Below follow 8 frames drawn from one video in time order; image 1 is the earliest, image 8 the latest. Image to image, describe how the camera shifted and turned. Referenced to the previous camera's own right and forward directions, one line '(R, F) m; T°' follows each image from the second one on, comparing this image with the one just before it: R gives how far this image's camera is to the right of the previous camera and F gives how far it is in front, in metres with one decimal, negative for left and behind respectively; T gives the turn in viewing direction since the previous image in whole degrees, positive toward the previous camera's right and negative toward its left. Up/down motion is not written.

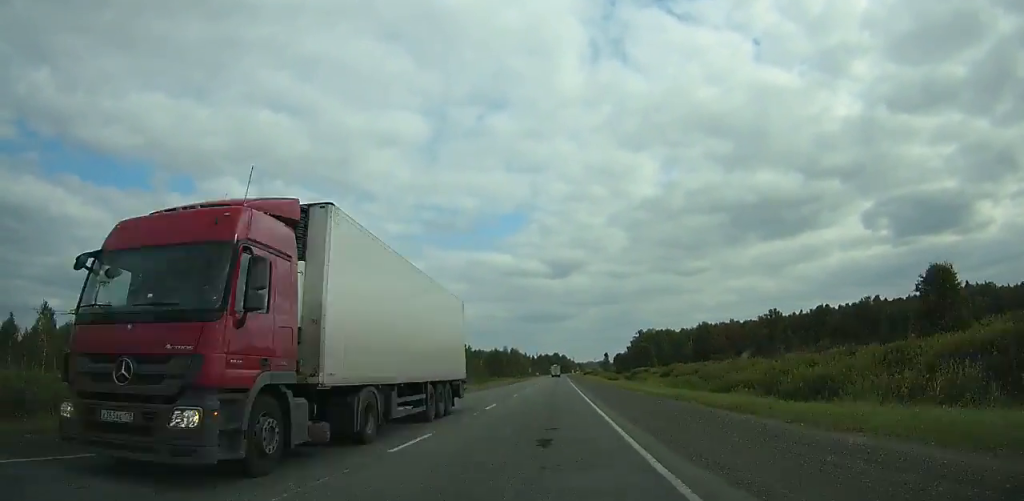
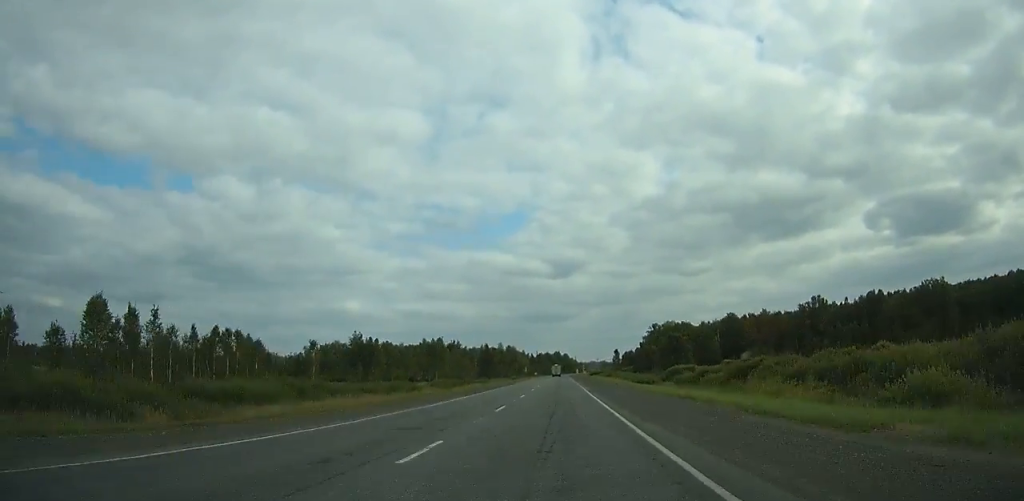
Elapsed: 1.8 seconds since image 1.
(-0.1, +37.8) m; 0°
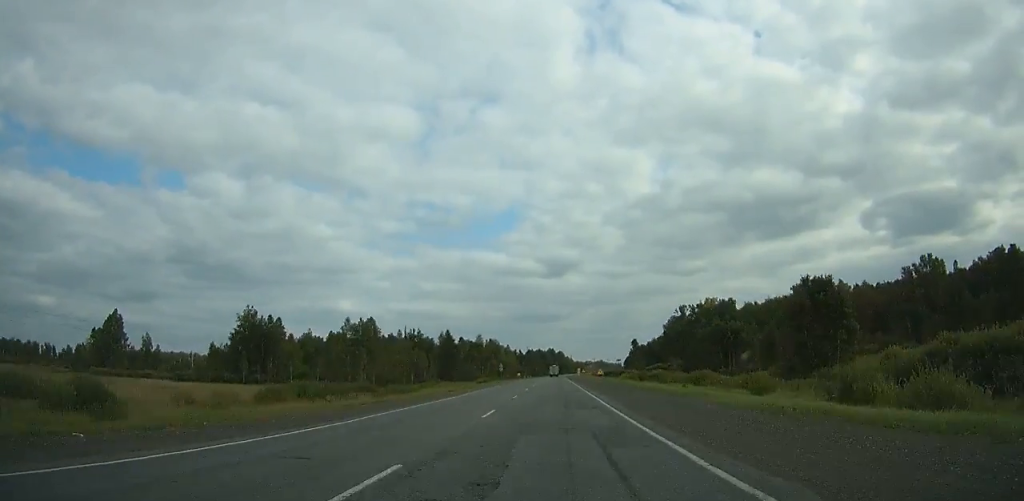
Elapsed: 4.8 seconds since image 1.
(-0.2, +62.8) m; 0°
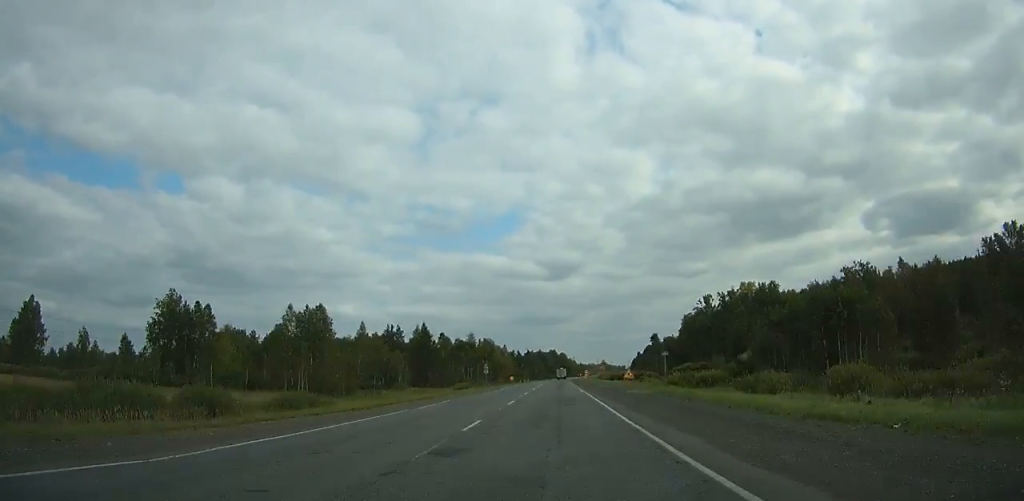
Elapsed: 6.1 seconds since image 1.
(0.0, +27.2) m; 0°
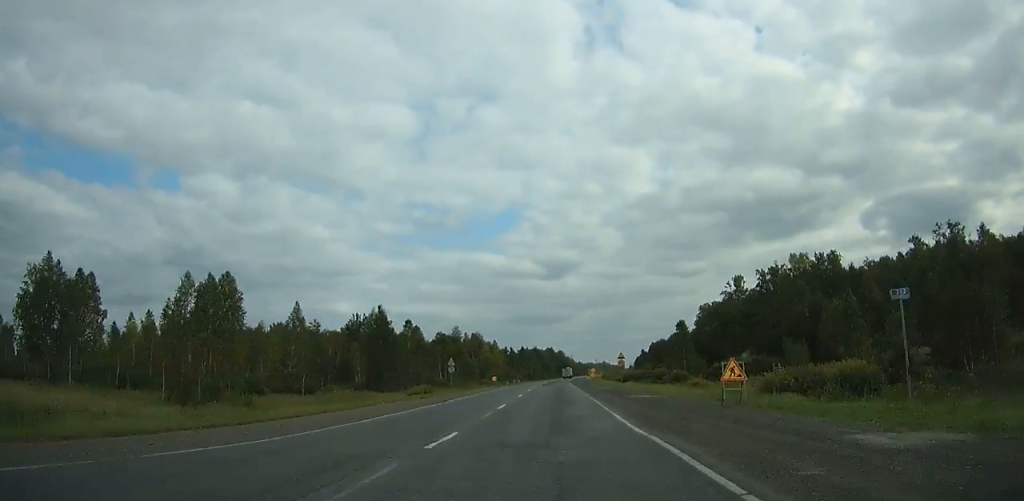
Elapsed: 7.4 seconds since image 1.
(0.0, +27.4) m; 0°
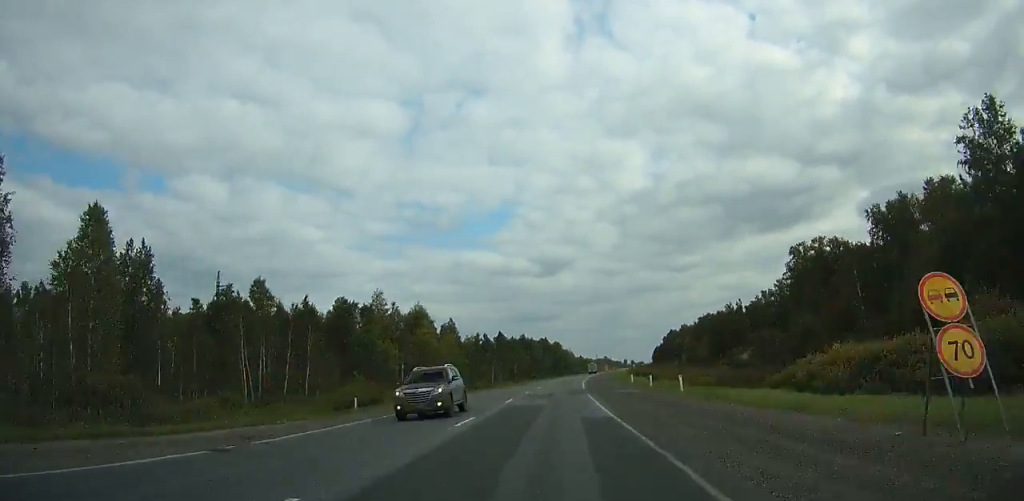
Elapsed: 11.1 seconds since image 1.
(+0.2, +79.0) m; +1°
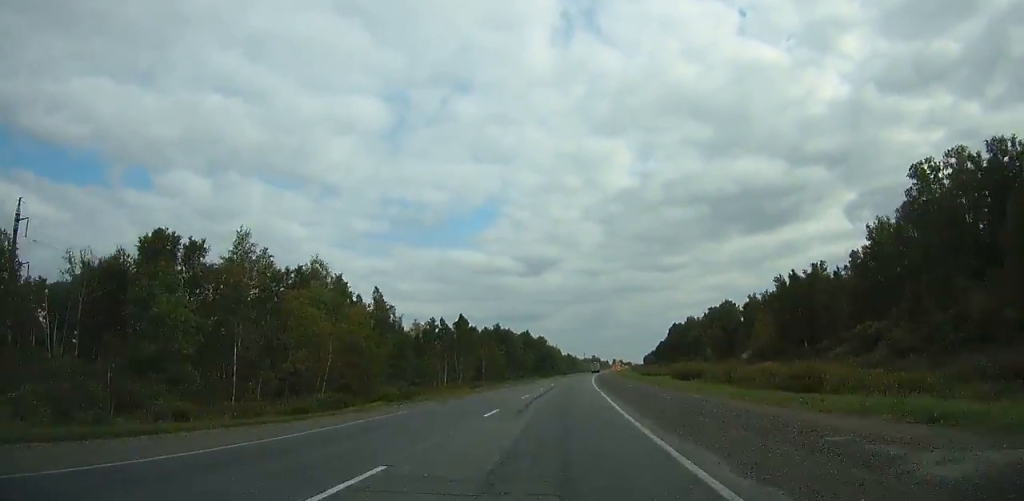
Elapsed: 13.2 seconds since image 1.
(0.0, +45.3) m; +1°
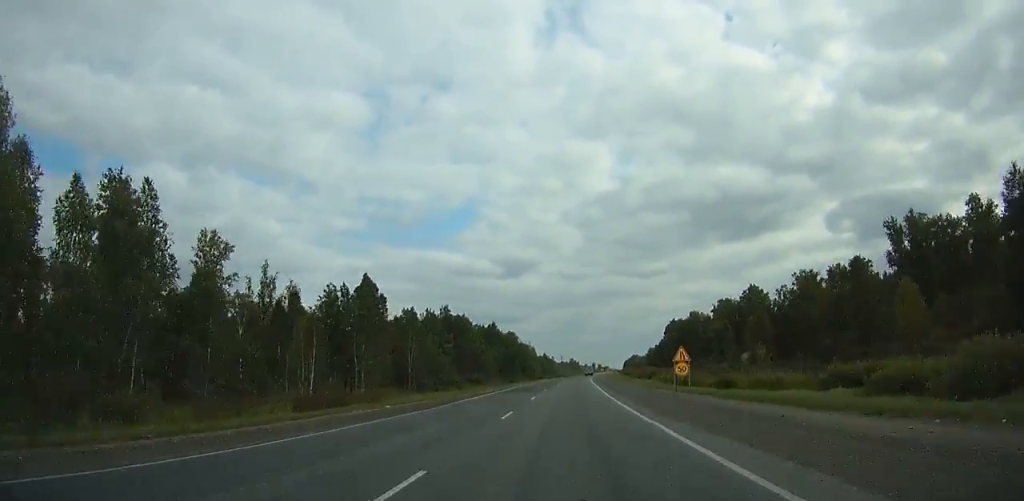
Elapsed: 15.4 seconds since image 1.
(+0.4, +48.1) m; +2°
